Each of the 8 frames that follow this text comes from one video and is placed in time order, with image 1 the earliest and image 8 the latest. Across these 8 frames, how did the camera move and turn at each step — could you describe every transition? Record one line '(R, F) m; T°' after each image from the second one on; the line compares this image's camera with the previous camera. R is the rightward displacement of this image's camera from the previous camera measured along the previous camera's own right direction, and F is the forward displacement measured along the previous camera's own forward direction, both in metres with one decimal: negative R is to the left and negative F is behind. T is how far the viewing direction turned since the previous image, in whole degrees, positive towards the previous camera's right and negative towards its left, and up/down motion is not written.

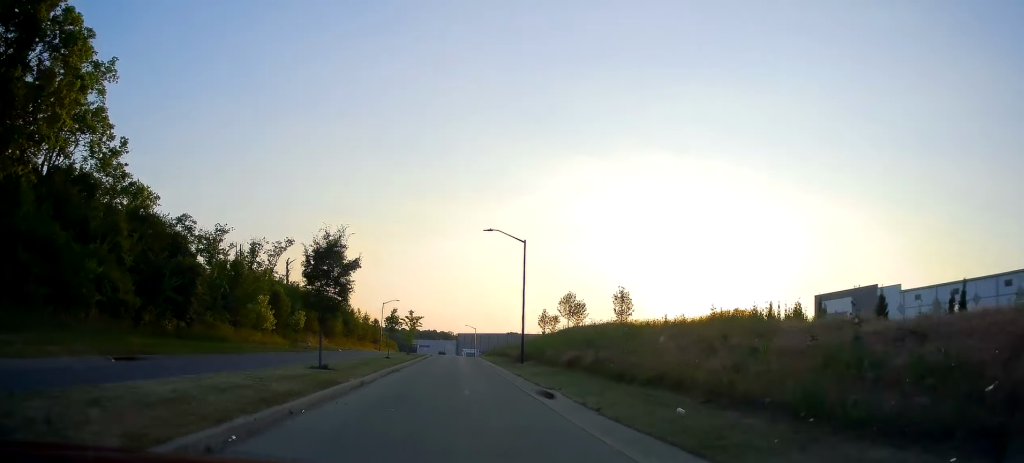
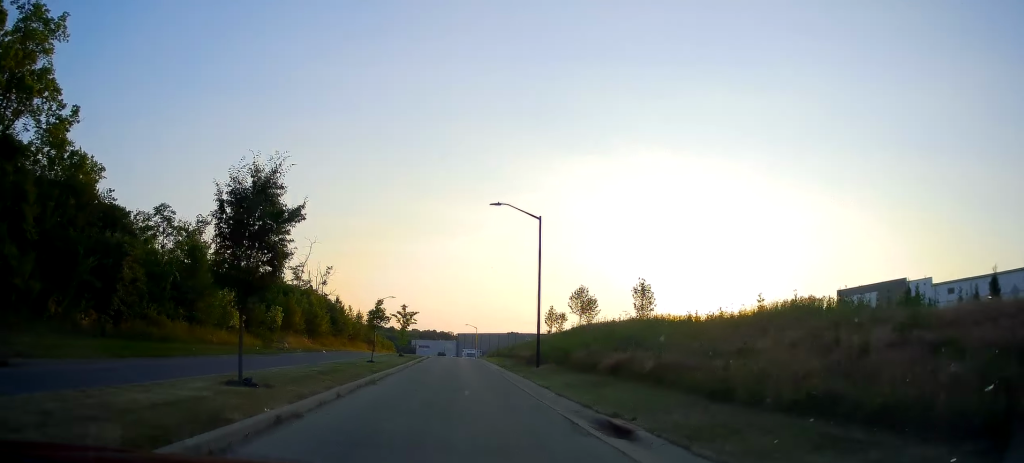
(+0.1, +7.7) m; +1°
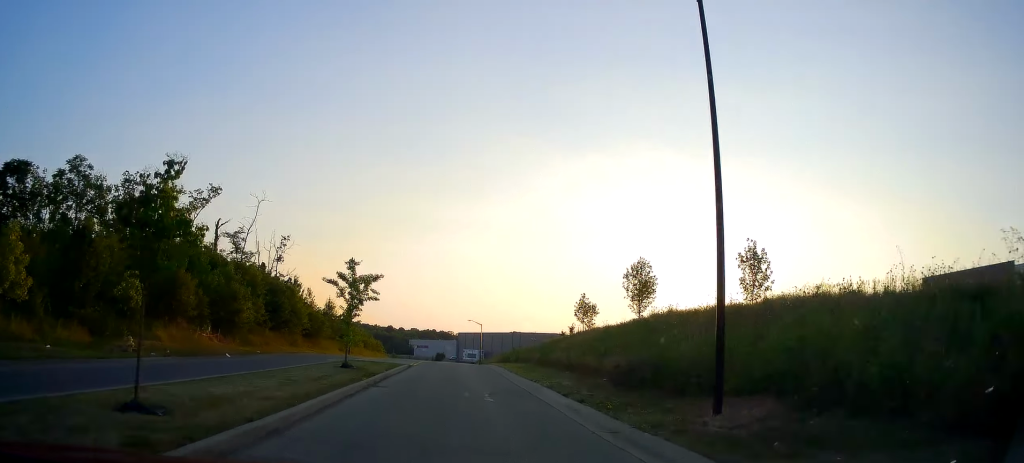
(+1.0, +23.7) m; +4°
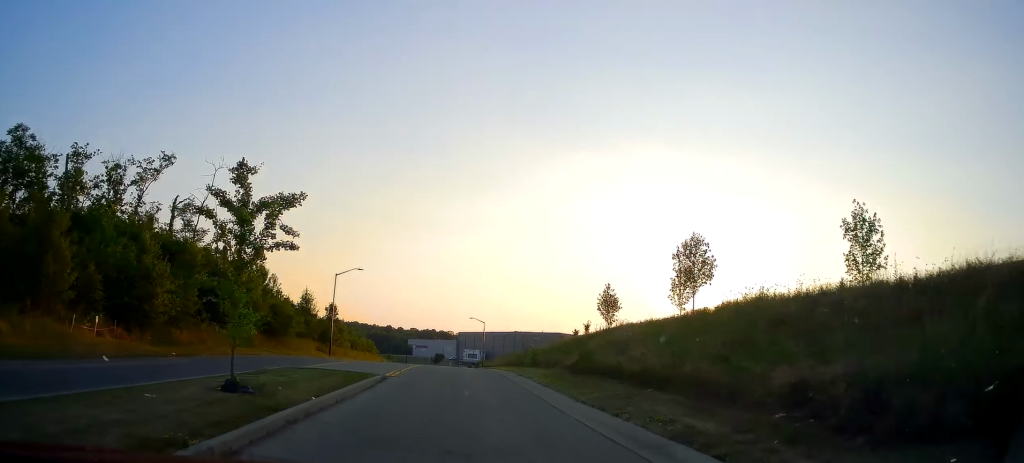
(+0.1, +11.7) m; +1°
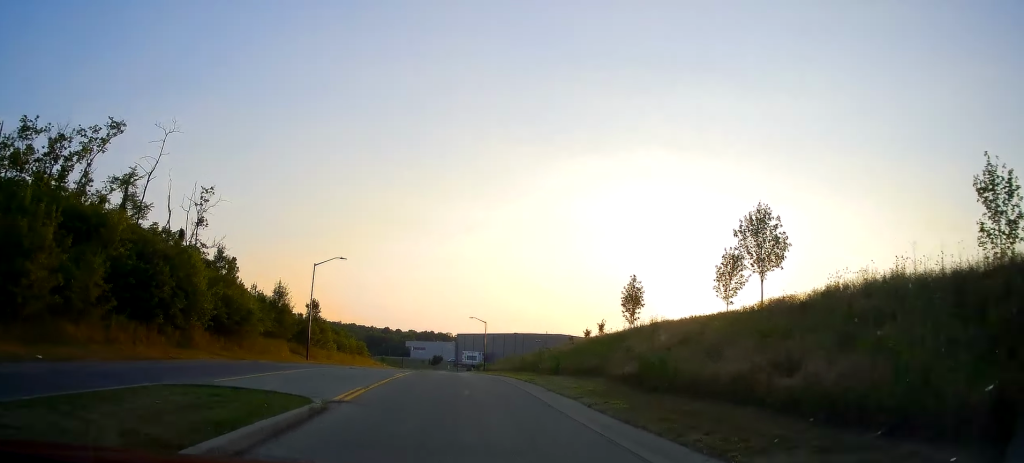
(0.0, +9.4) m; 0°
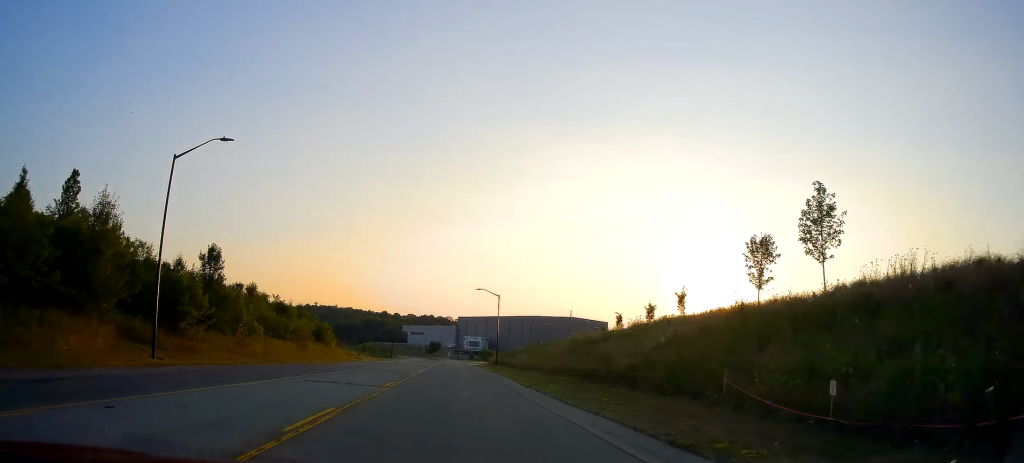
(0.0, +28.6) m; 0°
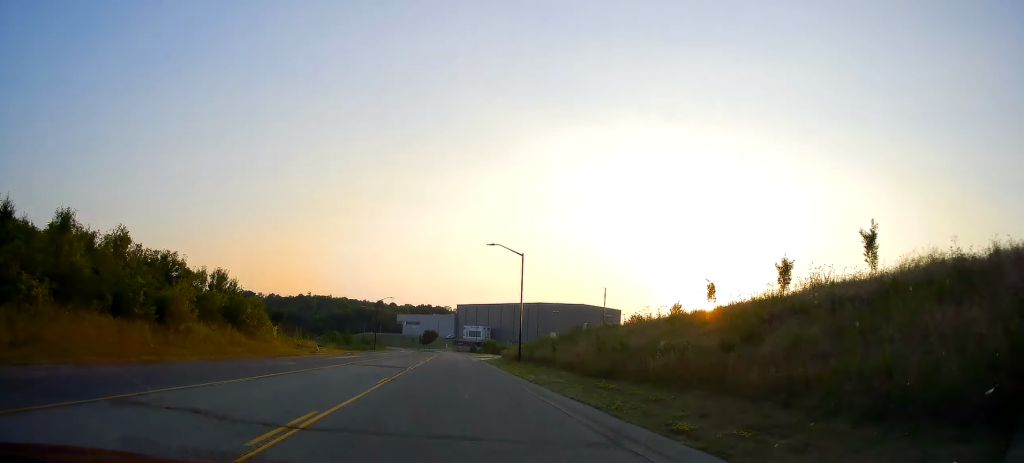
(0.0, +26.3) m; -2°
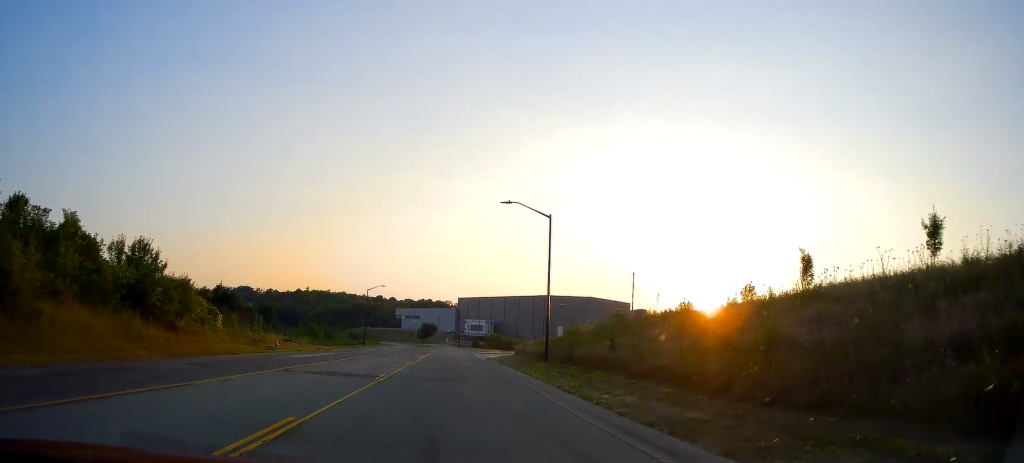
(-0.4, +13.5) m; -1°
